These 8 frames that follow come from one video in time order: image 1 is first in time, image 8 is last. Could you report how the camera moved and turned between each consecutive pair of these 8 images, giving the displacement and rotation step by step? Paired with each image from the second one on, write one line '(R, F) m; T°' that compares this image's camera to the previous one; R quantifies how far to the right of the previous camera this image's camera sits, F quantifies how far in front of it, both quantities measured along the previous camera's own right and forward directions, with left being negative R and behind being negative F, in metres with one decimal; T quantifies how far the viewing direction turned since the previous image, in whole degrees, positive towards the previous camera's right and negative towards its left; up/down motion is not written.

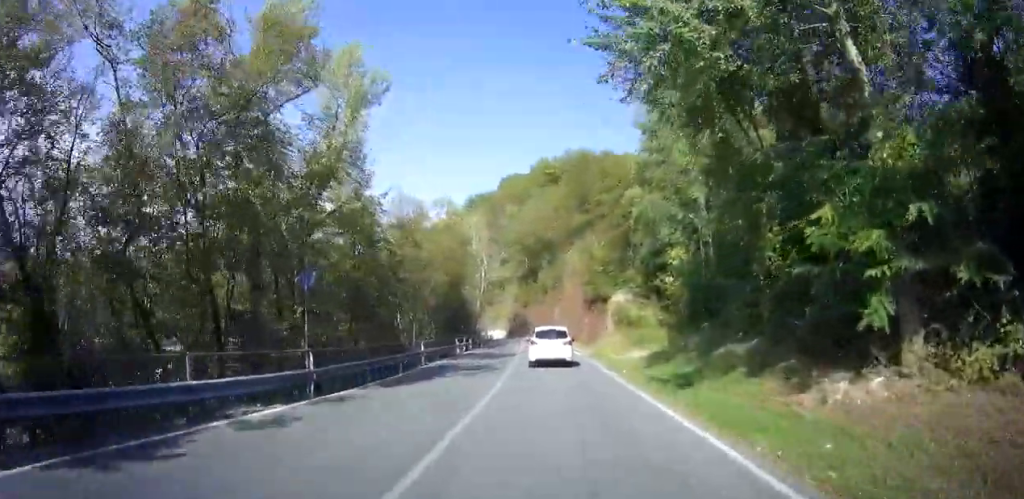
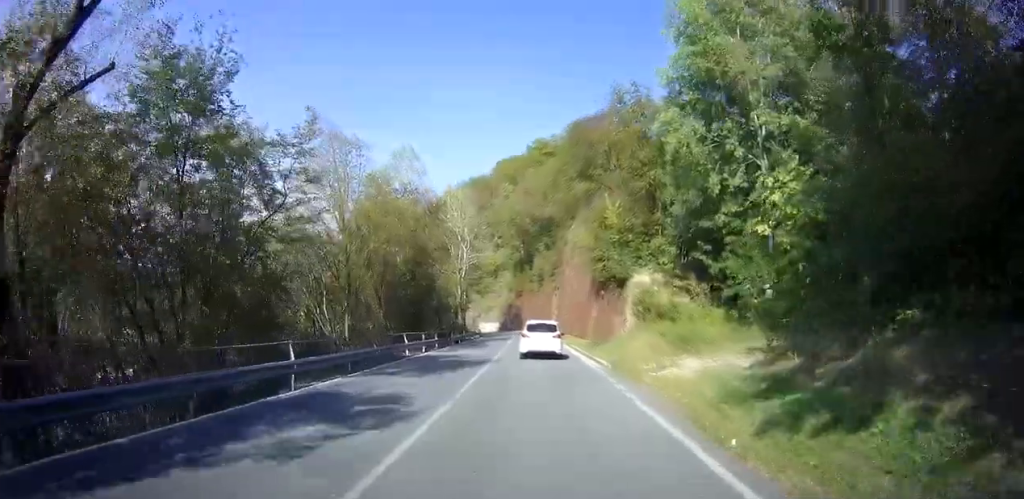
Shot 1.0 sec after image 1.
(0.0, +11.3) m; 0°
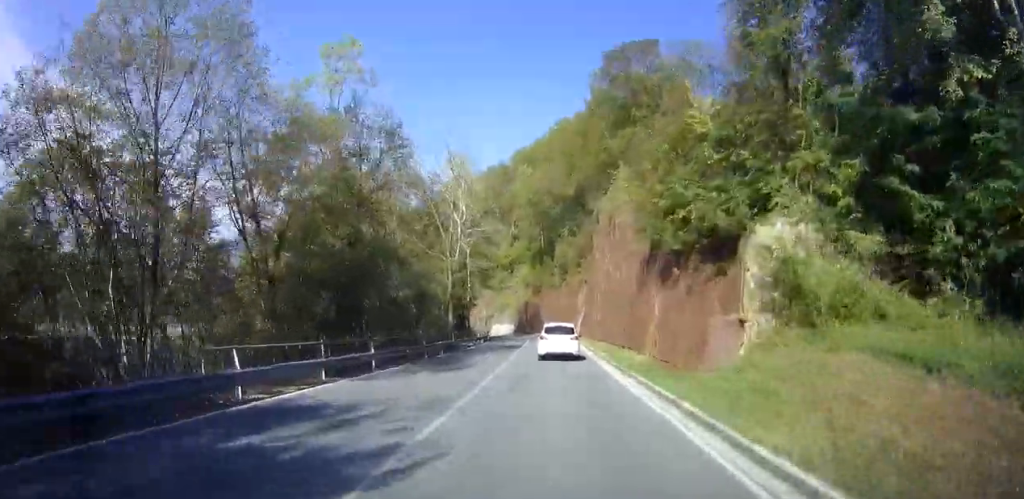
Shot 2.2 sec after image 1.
(0.0, +13.5) m; 0°
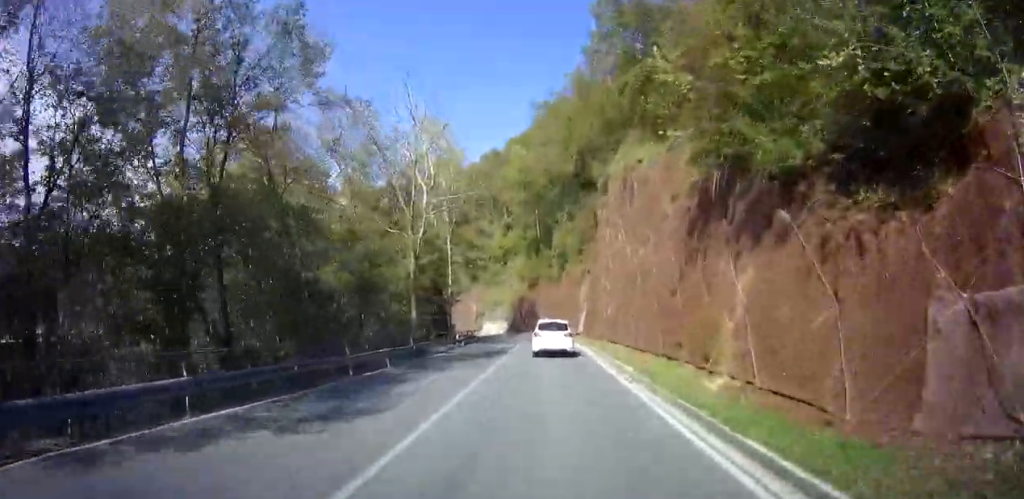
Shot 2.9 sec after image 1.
(0.0, +8.2) m; 0°
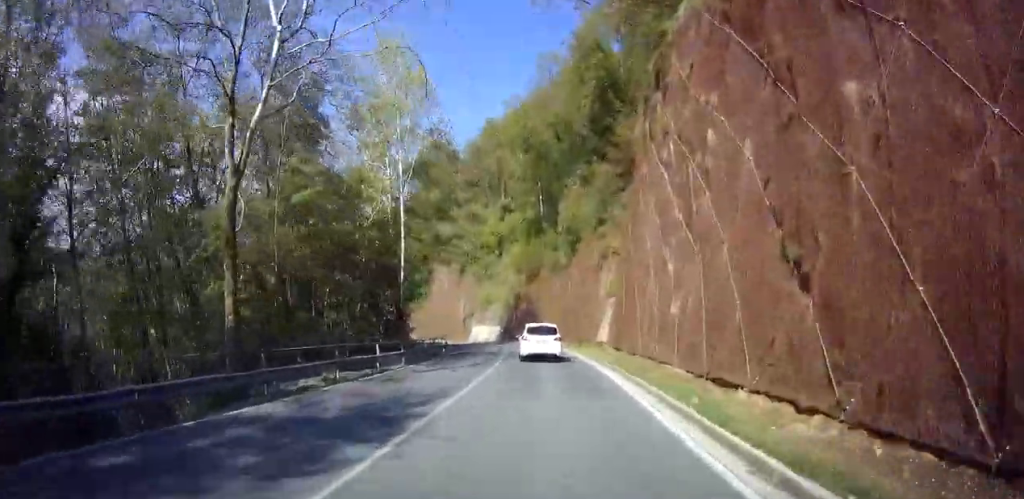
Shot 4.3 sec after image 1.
(0.0, +14.9) m; 0°
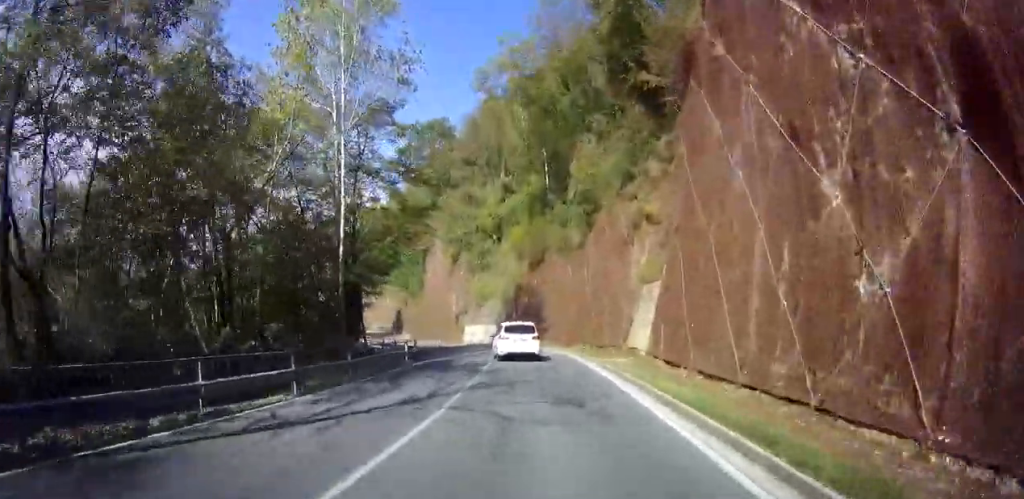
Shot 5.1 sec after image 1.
(0.0, +8.9) m; 0°
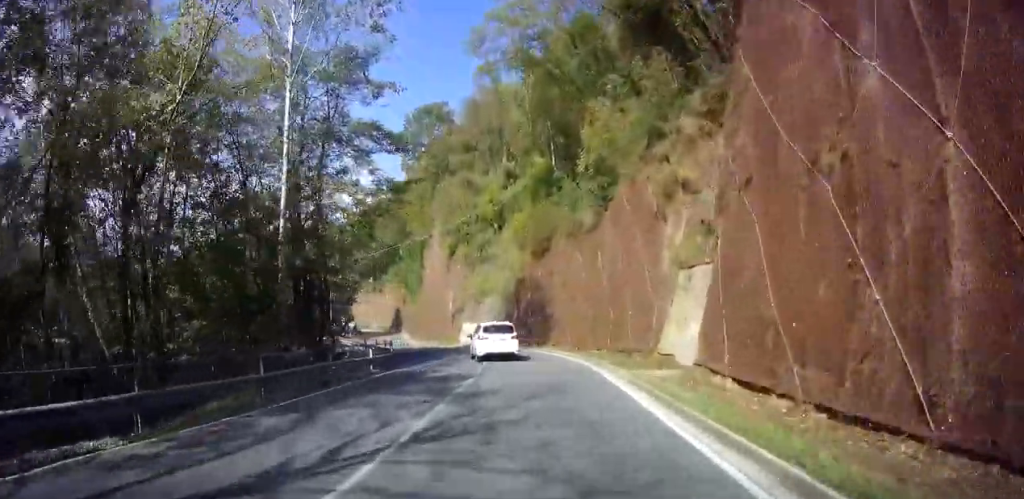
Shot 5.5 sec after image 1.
(0.0, +4.8) m; 0°
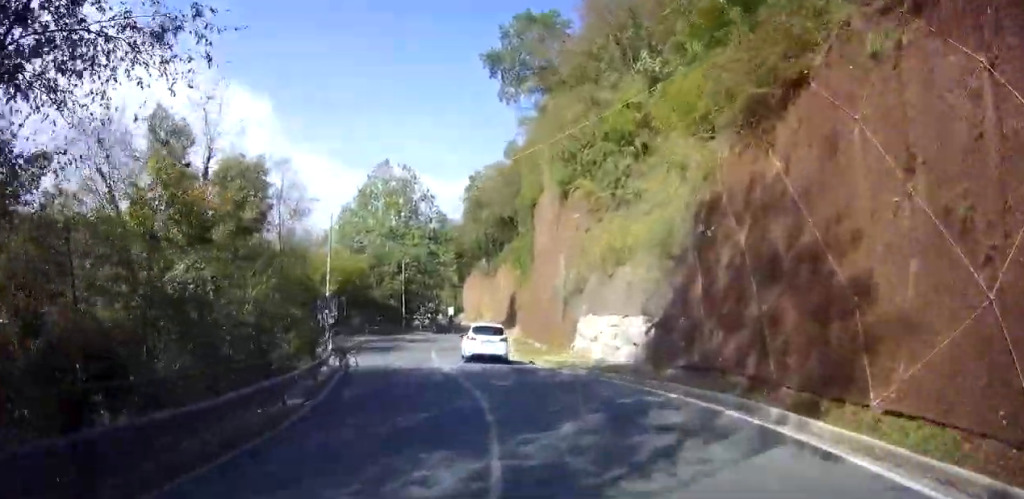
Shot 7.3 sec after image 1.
(-0.3, +20.5) m; -6°
